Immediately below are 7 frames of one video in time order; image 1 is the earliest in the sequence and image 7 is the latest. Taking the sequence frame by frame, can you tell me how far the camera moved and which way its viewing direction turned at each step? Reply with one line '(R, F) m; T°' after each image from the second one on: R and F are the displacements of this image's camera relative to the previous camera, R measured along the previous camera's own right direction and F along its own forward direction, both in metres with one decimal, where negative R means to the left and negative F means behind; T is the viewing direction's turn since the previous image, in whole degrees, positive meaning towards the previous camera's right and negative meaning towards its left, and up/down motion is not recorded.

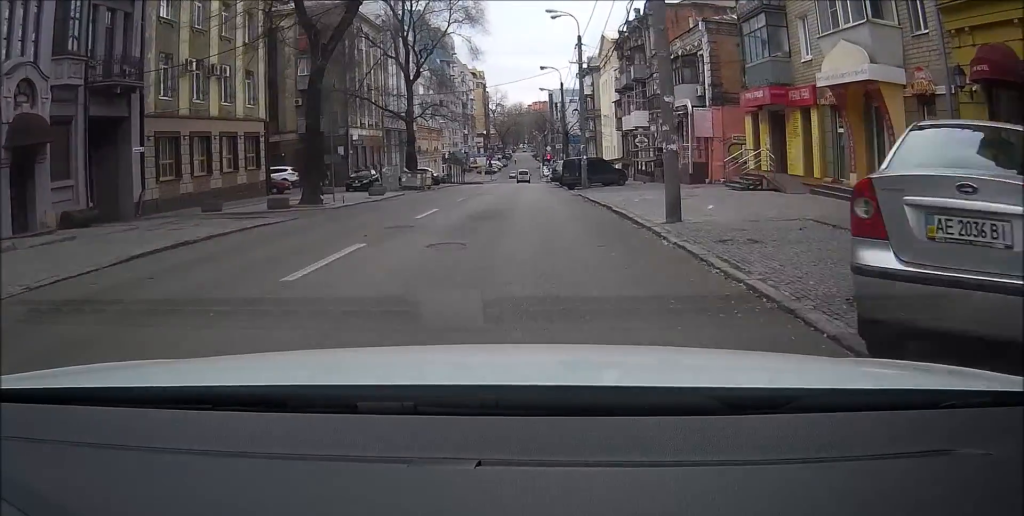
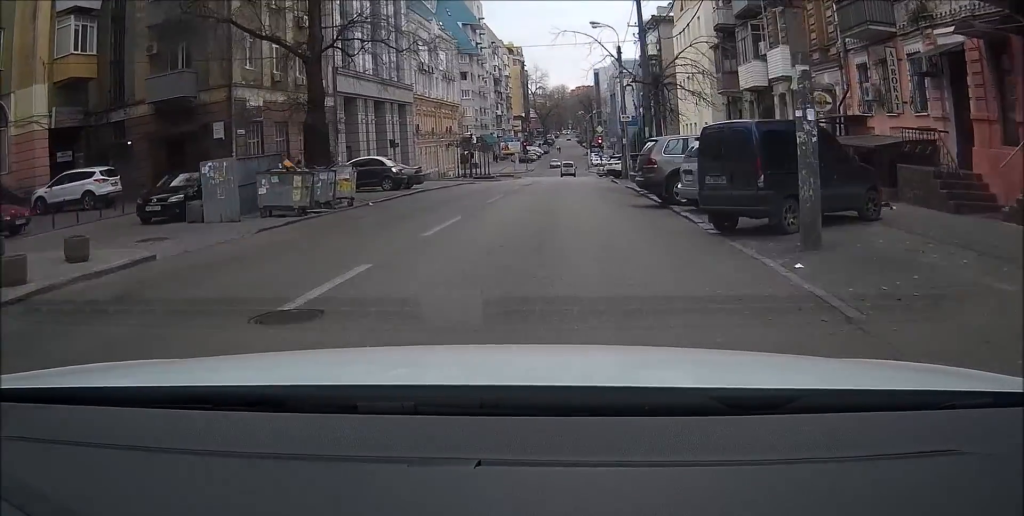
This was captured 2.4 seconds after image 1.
(+1.1, +31.0) m; +4°
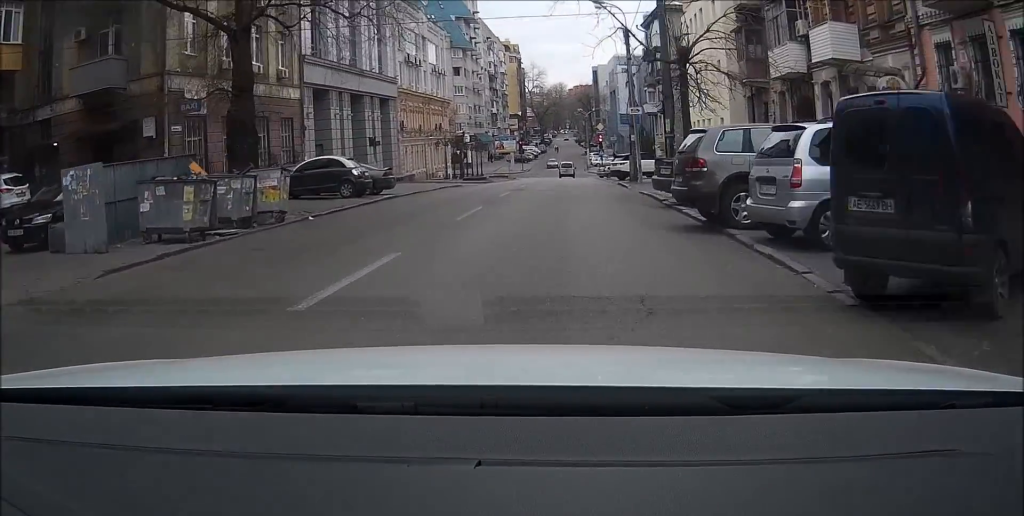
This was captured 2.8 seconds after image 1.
(0.0, +6.0) m; 0°
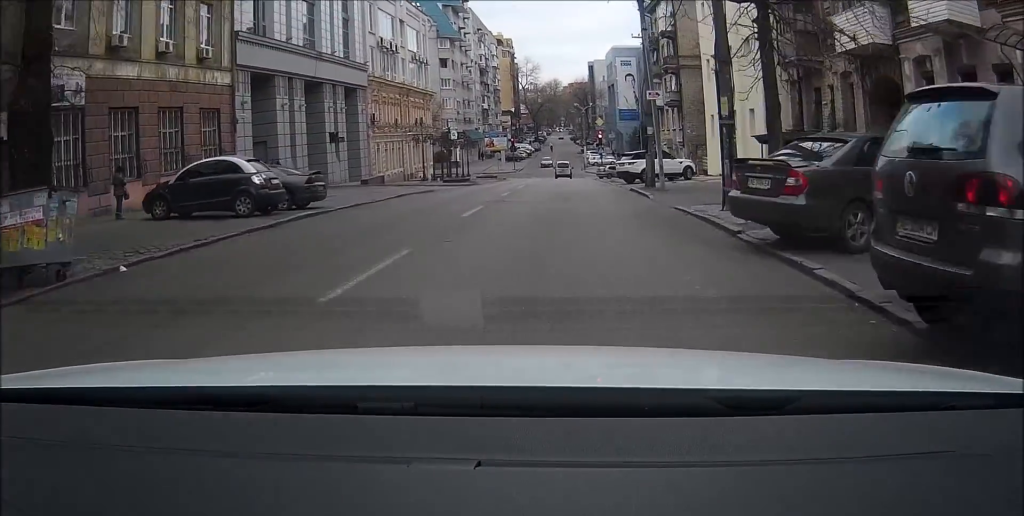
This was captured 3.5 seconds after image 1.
(+0.1, +8.5) m; +1°
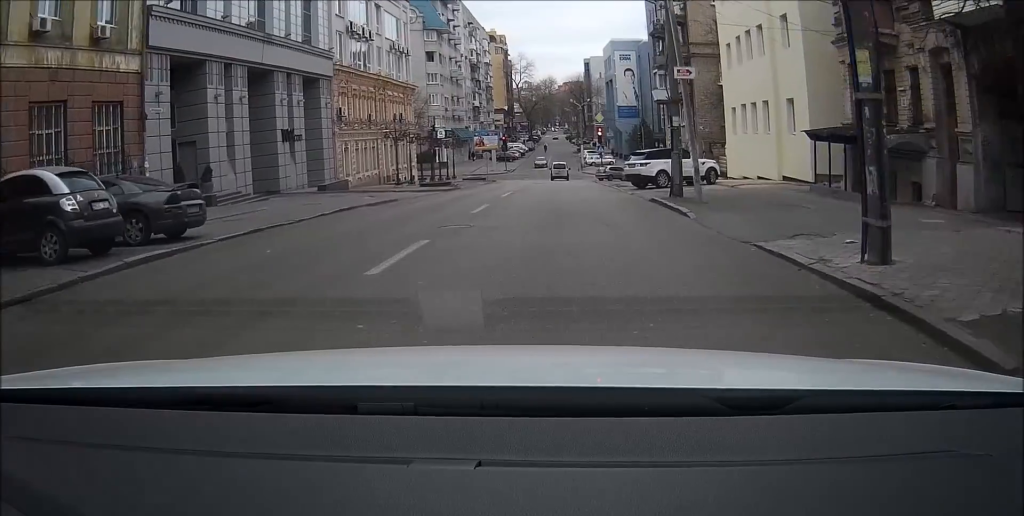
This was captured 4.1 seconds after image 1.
(0.0, +7.4) m; 0°
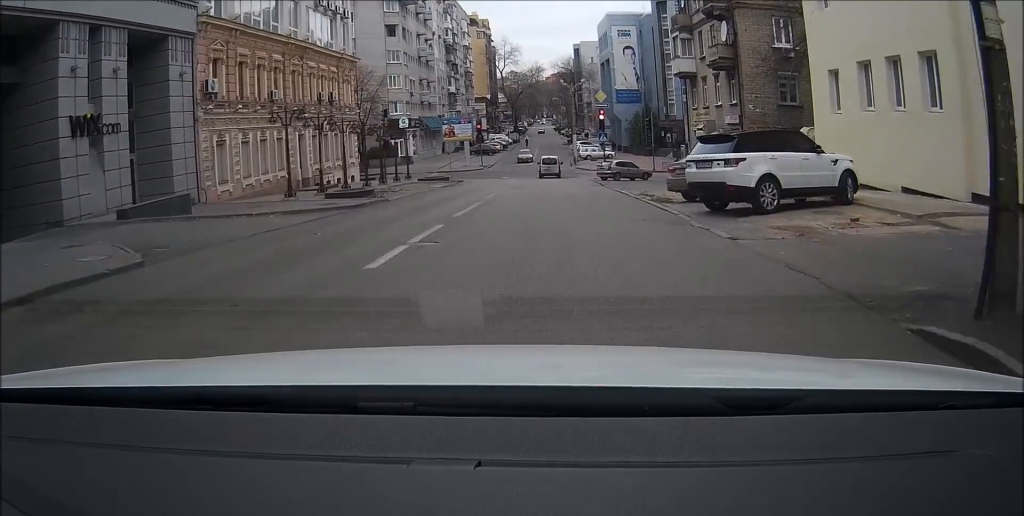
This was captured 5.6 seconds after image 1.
(+0.2, +17.9) m; +1°
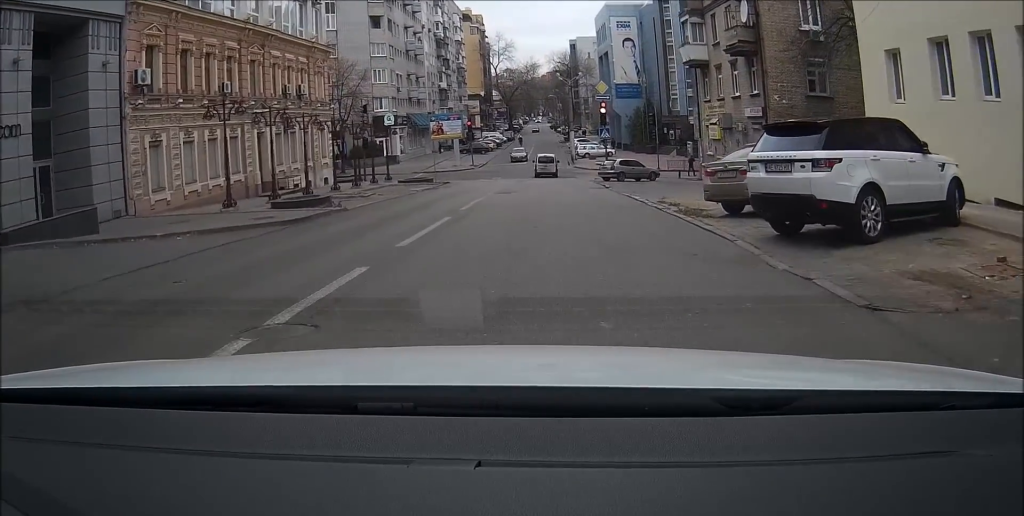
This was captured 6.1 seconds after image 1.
(0.0, +5.3) m; +2°
